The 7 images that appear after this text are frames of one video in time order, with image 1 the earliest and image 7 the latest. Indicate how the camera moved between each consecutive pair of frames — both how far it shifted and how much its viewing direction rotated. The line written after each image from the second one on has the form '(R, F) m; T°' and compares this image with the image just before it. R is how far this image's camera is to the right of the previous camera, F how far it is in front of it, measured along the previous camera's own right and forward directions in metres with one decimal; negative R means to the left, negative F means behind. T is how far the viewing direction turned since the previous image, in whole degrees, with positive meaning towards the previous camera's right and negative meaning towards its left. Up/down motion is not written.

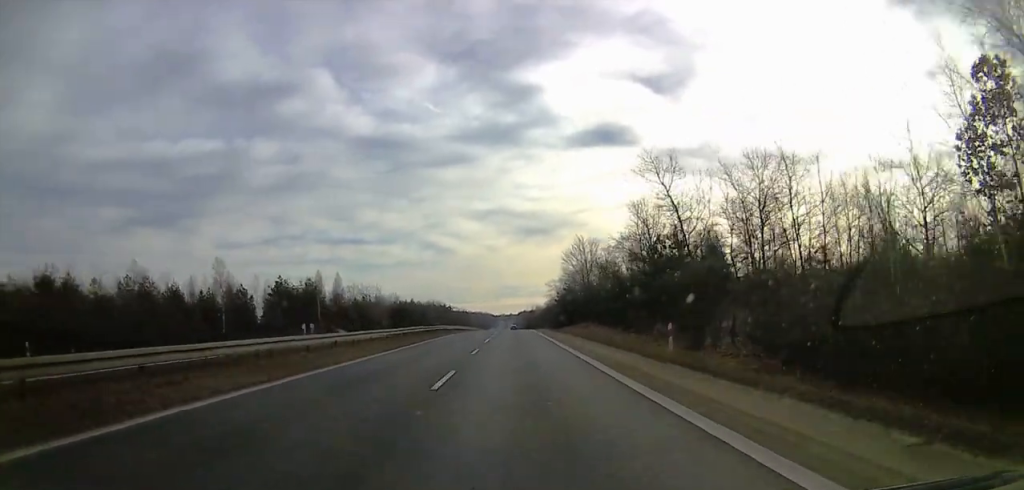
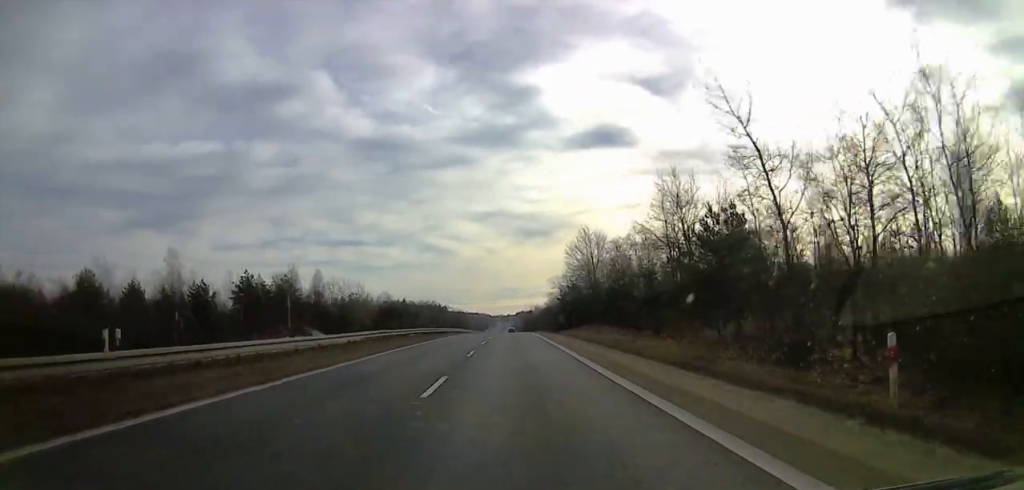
(+0.1, +12.8) m; 0°
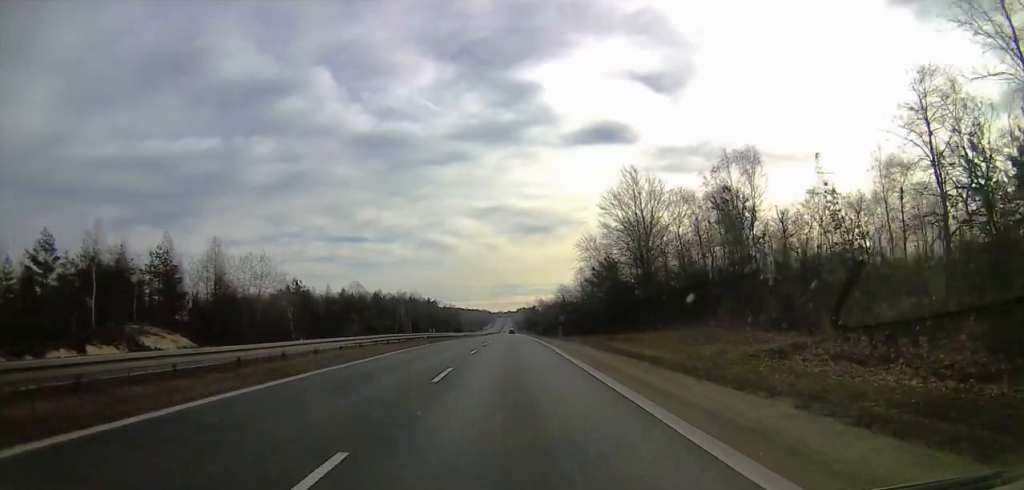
(-0.7, +45.8) m; -1°
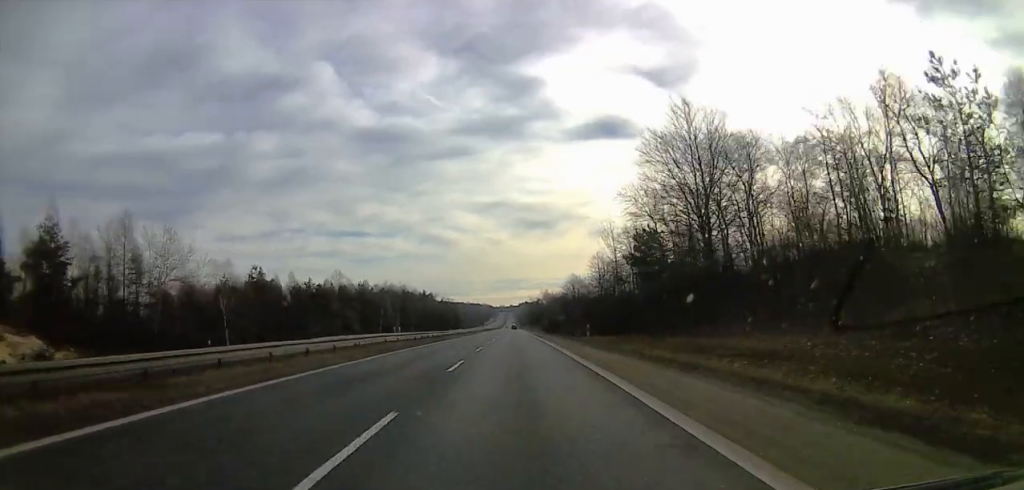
(+0.1, +21.6) m; 0°
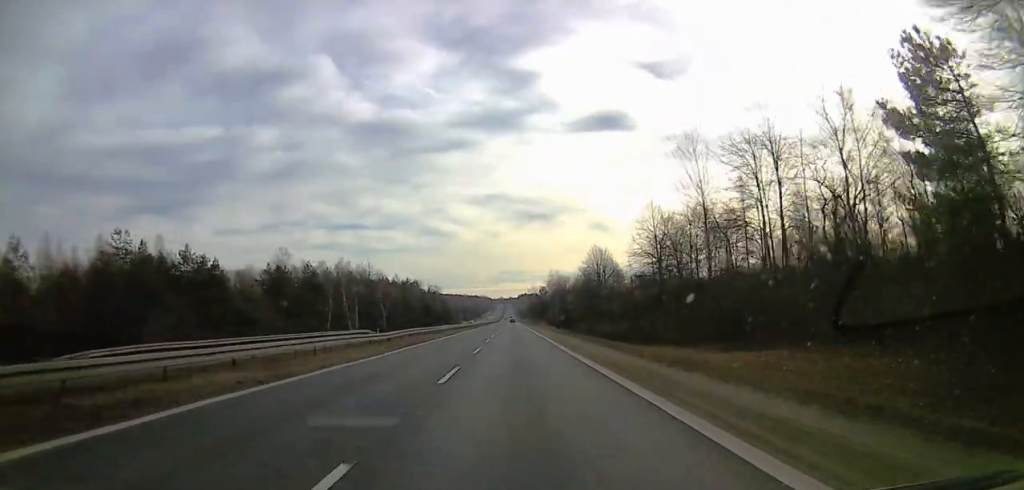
(+0.1, +39.1) m; 0°
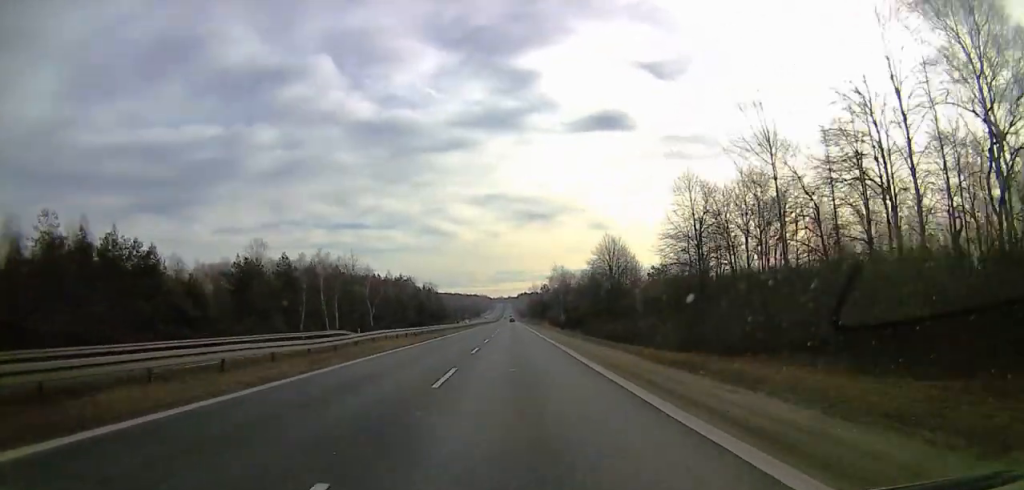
(-0.3, +12.6) m; 0°
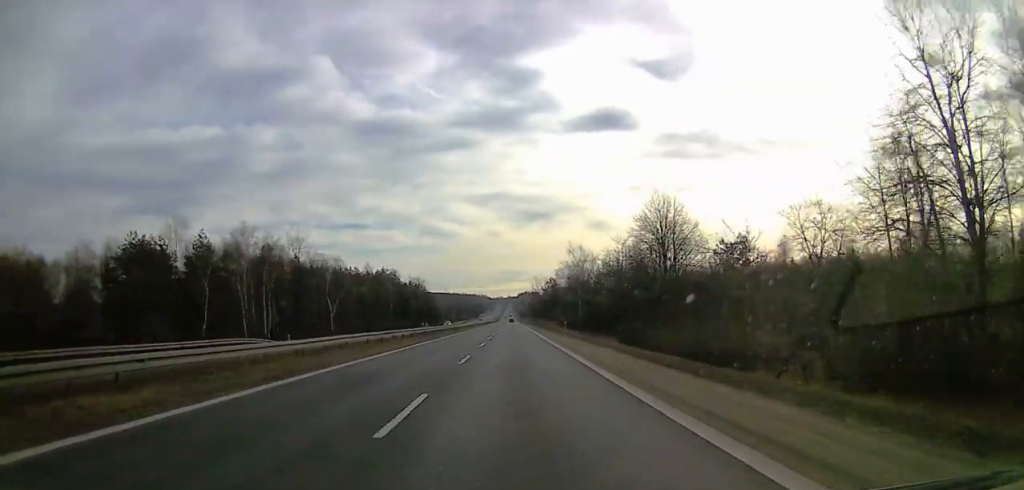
(+0.3, +28.9) m; 0°
